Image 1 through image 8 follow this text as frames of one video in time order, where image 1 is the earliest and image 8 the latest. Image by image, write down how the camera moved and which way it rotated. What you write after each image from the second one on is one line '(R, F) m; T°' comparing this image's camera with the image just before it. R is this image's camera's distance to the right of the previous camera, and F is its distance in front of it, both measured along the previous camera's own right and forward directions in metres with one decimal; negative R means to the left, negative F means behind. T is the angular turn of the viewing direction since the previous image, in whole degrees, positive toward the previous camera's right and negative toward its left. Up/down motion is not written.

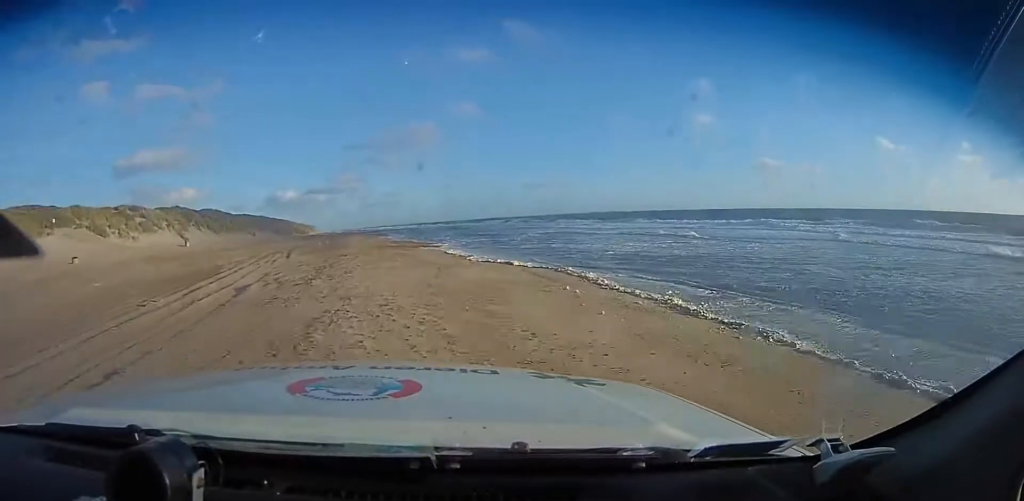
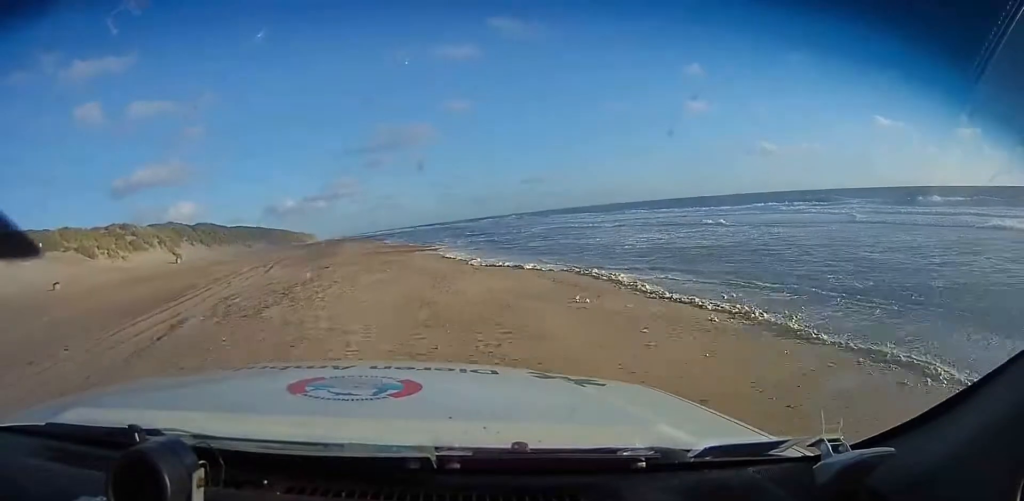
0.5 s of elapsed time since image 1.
(-0.1, +4.0) m; 0°
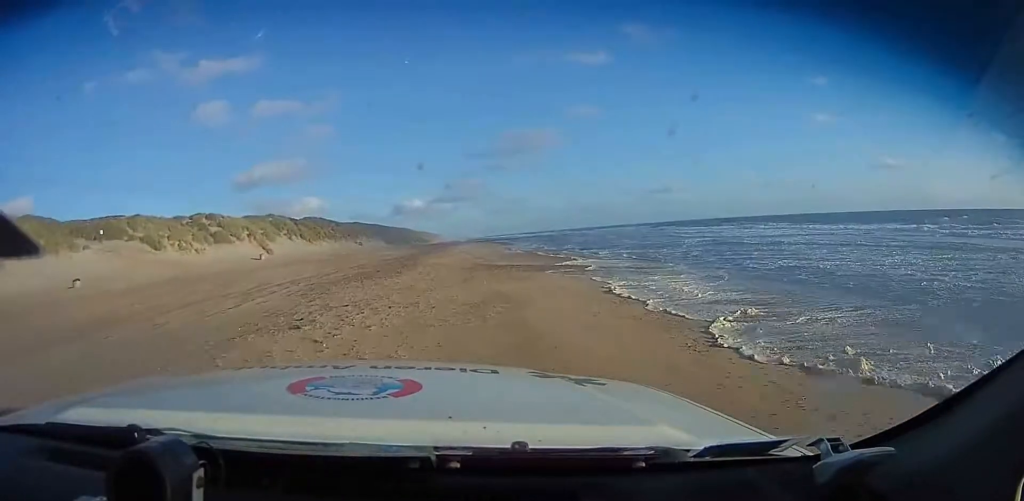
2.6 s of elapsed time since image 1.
(-1.7, +16.4) m; -13°
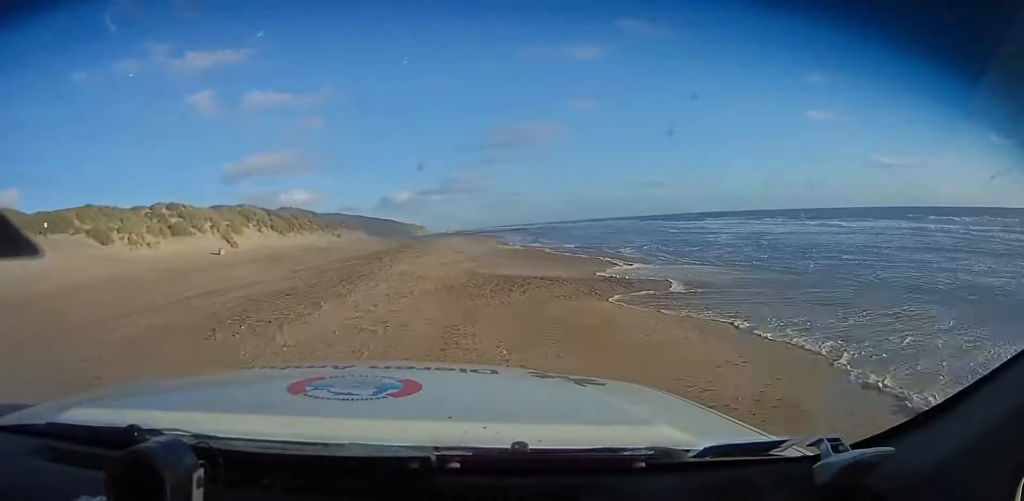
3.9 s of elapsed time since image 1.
(0.0, +11.0) m; 0°
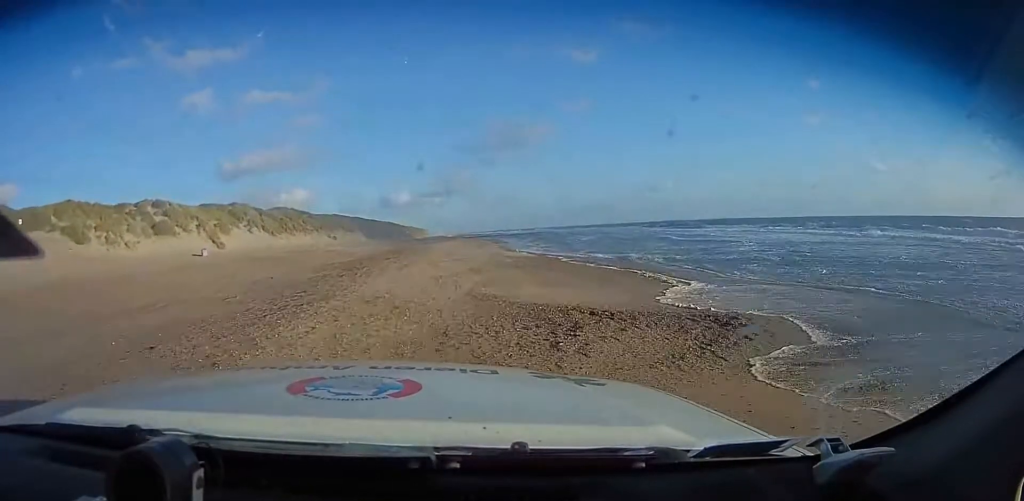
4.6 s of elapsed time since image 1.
(0.0, +5.9) m; 0°
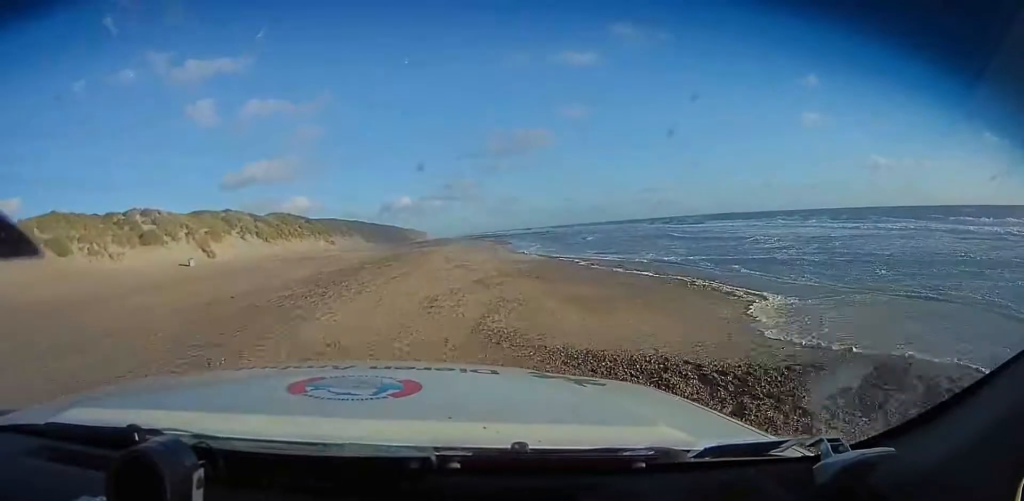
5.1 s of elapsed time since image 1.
(0.0, +4.3) m; 0°
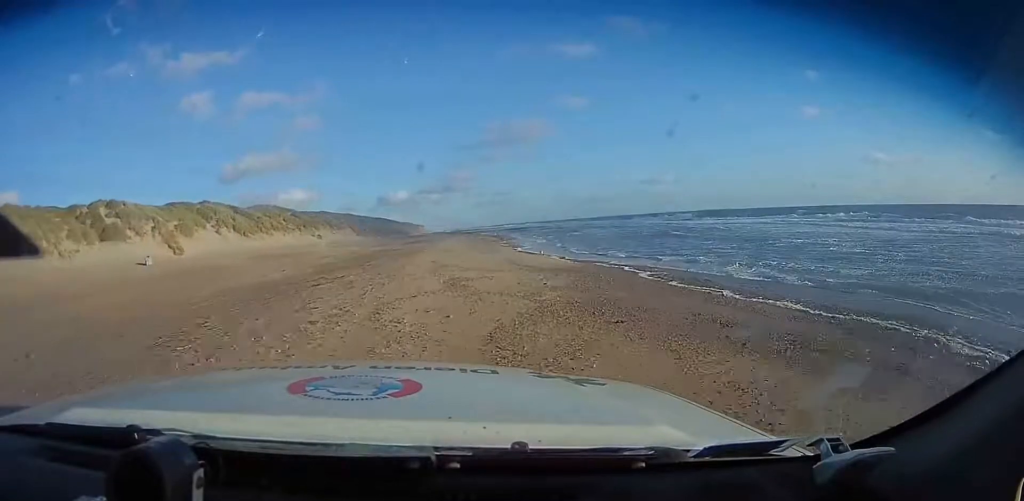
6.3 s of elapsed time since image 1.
(0.0, +10.0) m; 0°
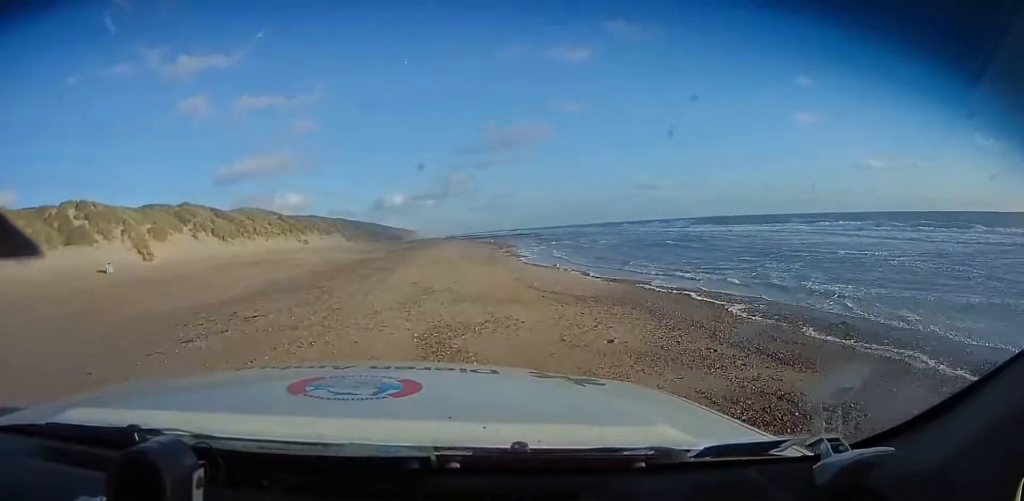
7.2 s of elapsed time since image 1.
(0.0, +6.9) m; 0°
